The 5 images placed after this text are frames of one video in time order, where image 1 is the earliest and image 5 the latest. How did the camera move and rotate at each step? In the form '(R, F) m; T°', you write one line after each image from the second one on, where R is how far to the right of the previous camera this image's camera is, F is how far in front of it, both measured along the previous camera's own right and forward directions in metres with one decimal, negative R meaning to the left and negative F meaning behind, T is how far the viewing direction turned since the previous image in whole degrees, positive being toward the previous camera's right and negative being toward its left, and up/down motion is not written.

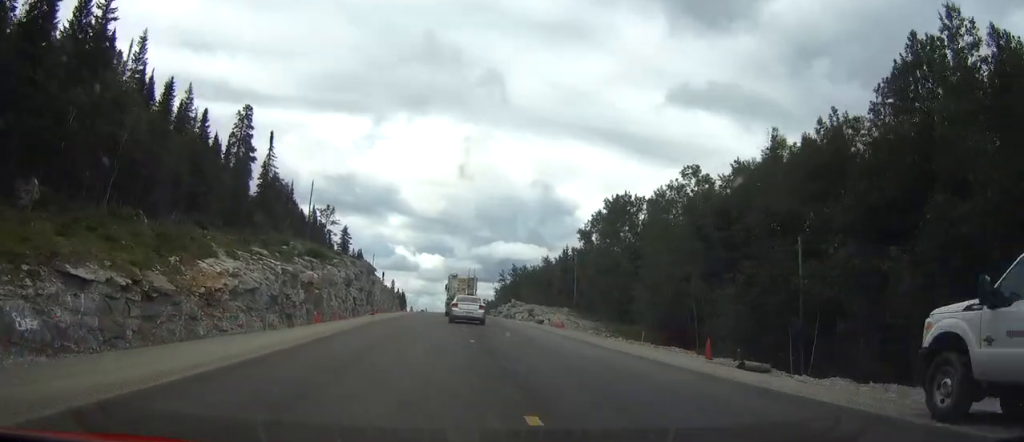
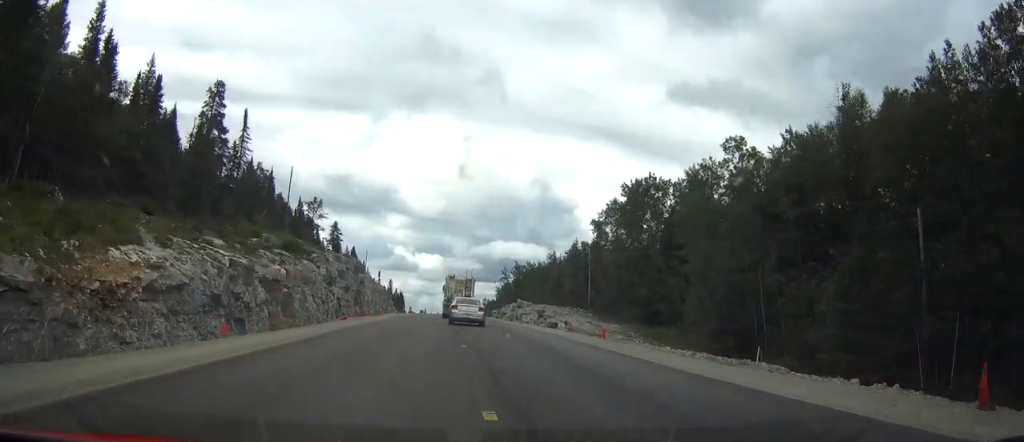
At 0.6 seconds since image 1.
(0.0, +13.1) m; 0°
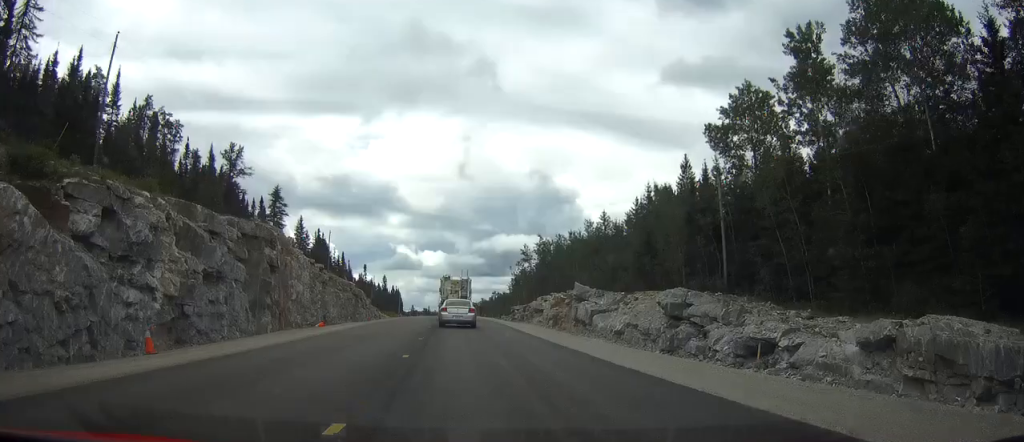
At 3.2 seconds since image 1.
(0.0, +53.5) m; 0°
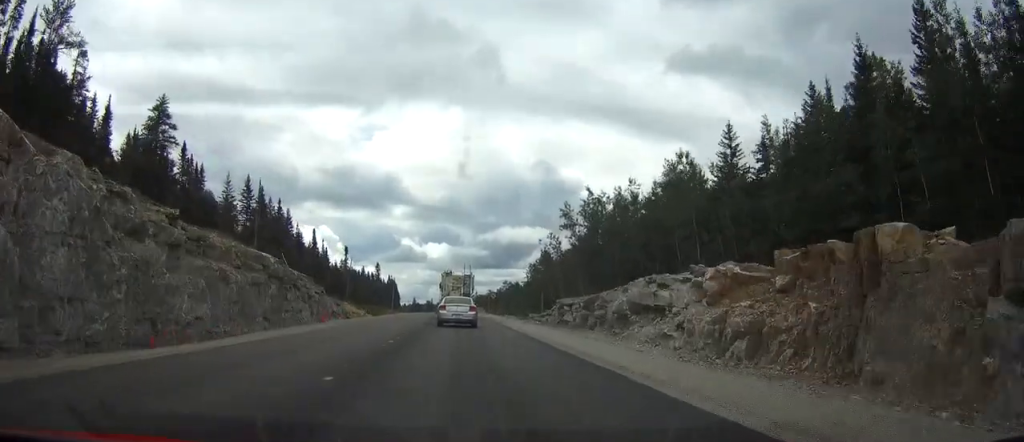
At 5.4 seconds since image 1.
(-0.2, +46.5) m; -1°
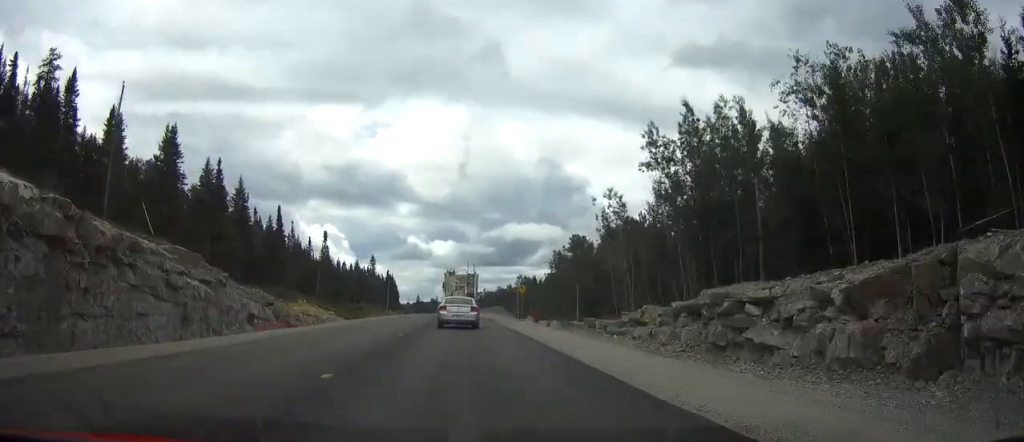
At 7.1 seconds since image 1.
(-0.1, +37.4) m; 0°
